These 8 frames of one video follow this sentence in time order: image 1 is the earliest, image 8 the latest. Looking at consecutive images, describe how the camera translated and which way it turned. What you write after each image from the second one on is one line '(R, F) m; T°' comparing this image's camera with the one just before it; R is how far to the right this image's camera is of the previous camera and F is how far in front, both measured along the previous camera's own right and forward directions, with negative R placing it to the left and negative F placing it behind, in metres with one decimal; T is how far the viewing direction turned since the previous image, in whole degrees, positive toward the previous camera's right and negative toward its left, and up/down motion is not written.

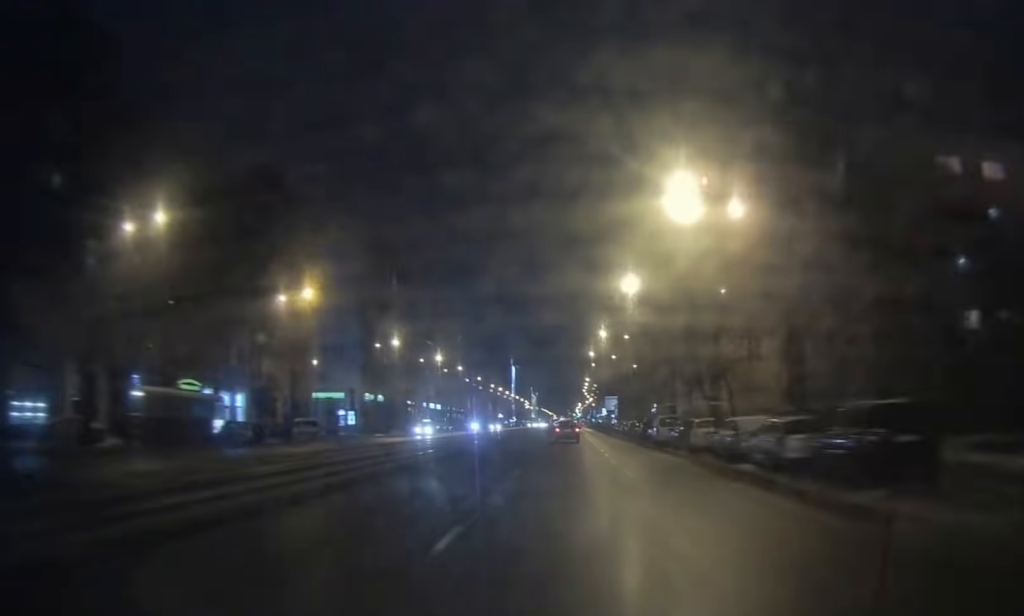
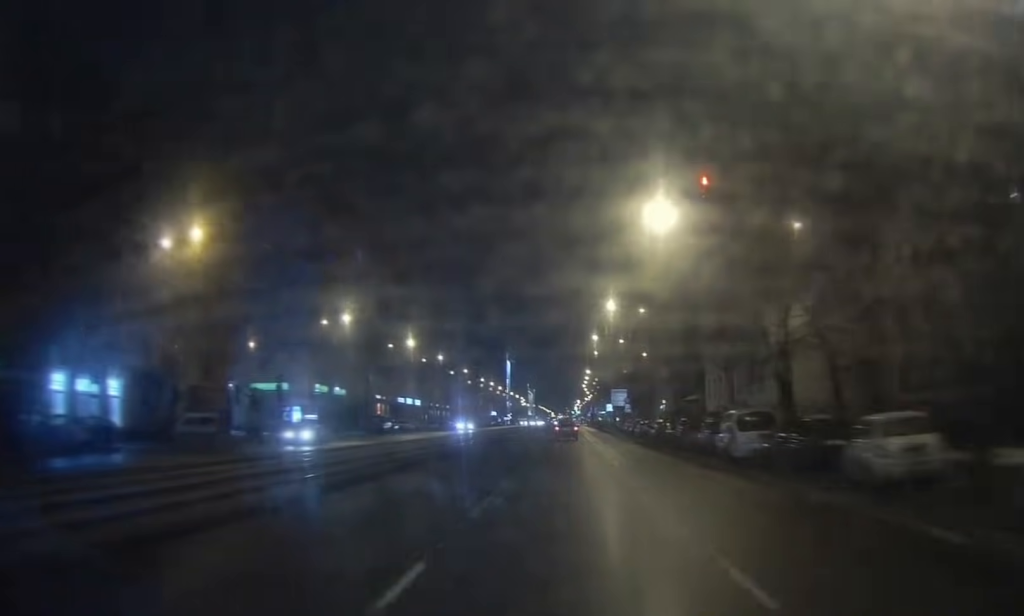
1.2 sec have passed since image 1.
(+0.1, +20.5) m; +1°
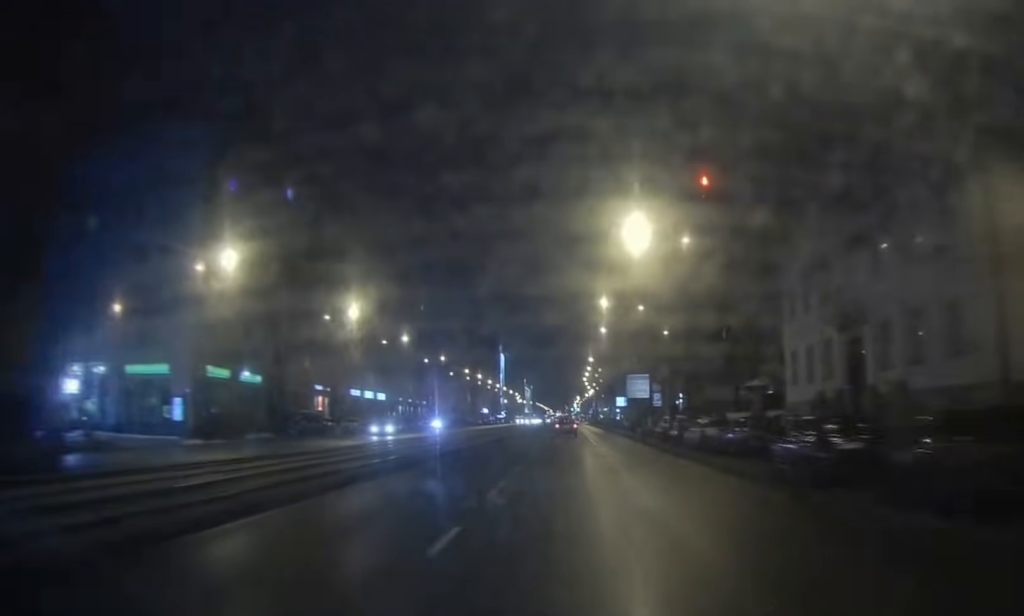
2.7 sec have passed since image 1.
(+0.2, +26.6) m; 0°
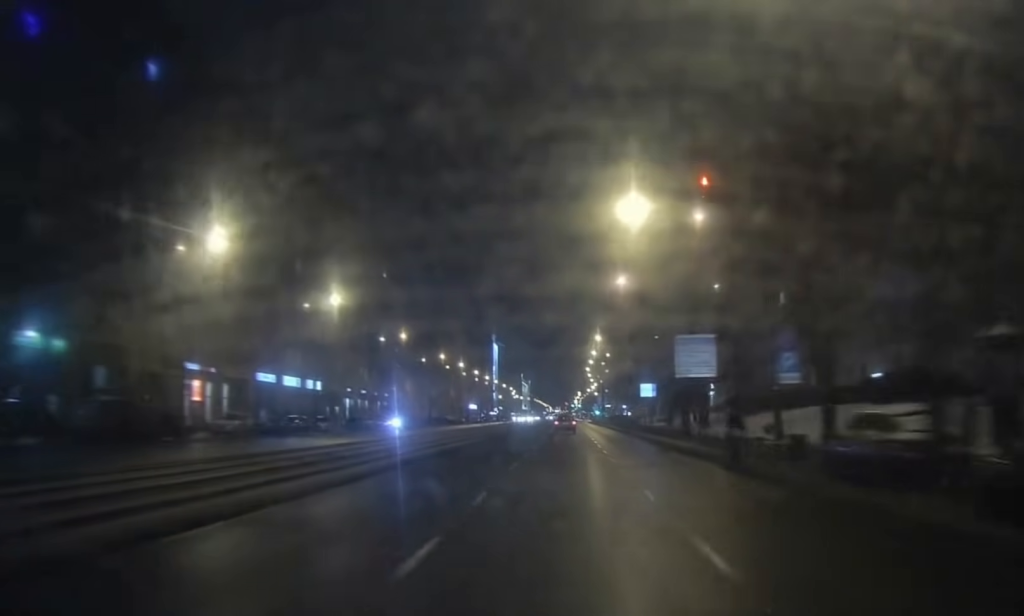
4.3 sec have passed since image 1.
(-0.2, +30.1) m; -1°
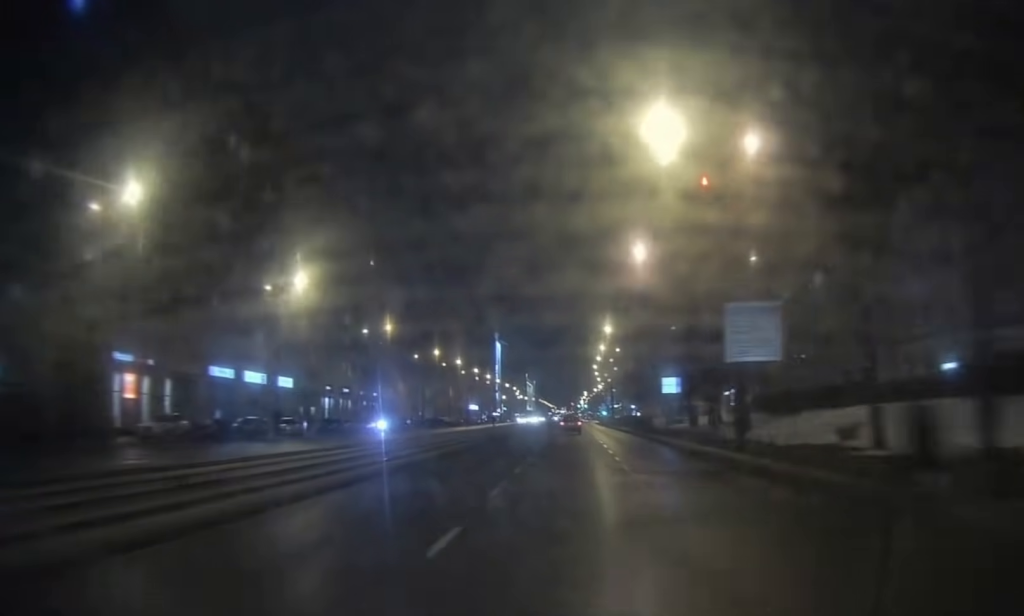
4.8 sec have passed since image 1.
(0.0, +10.8) m; 0°
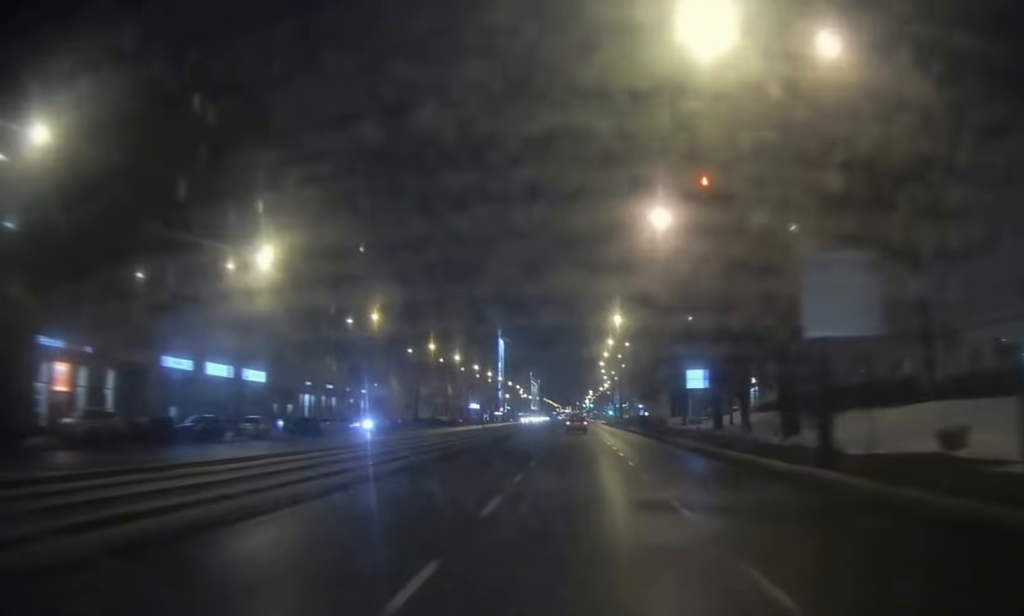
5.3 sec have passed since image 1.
(0.0, +8.5) m; 0°
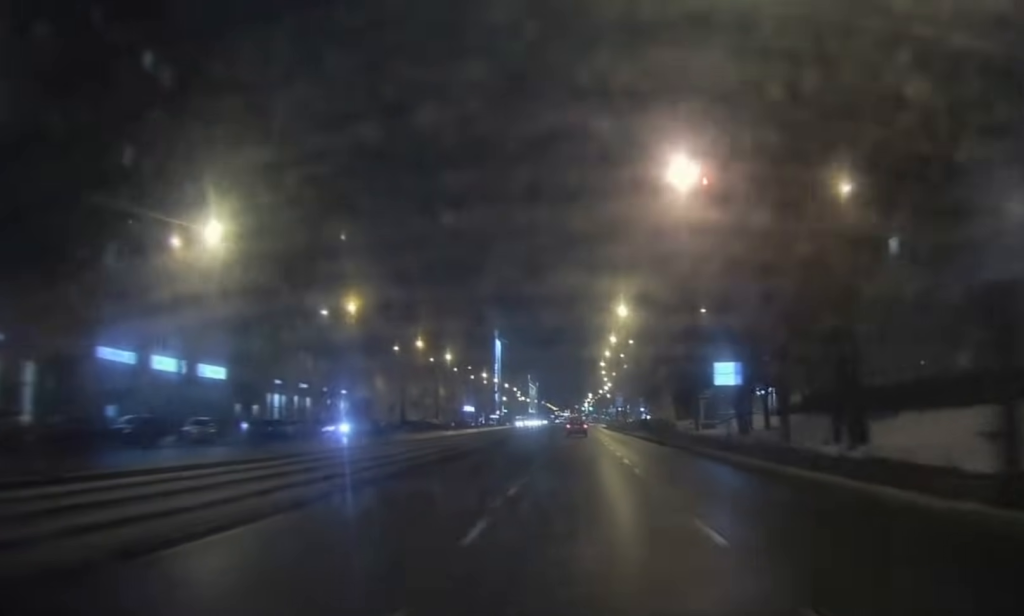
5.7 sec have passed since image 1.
(0.0, +8.7) m; 0°
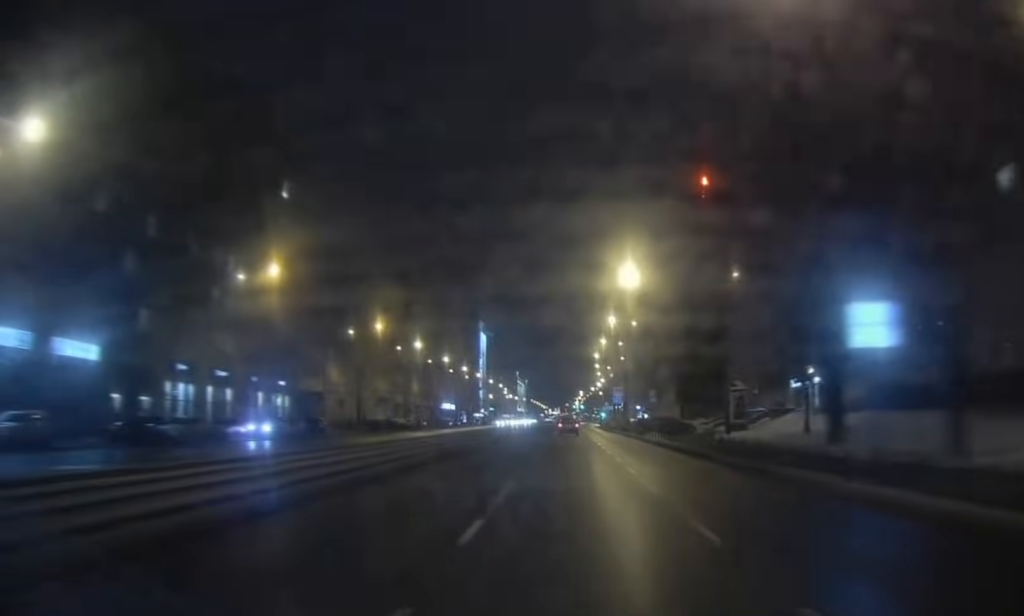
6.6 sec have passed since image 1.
(0.0, +18.3) m; 0°
